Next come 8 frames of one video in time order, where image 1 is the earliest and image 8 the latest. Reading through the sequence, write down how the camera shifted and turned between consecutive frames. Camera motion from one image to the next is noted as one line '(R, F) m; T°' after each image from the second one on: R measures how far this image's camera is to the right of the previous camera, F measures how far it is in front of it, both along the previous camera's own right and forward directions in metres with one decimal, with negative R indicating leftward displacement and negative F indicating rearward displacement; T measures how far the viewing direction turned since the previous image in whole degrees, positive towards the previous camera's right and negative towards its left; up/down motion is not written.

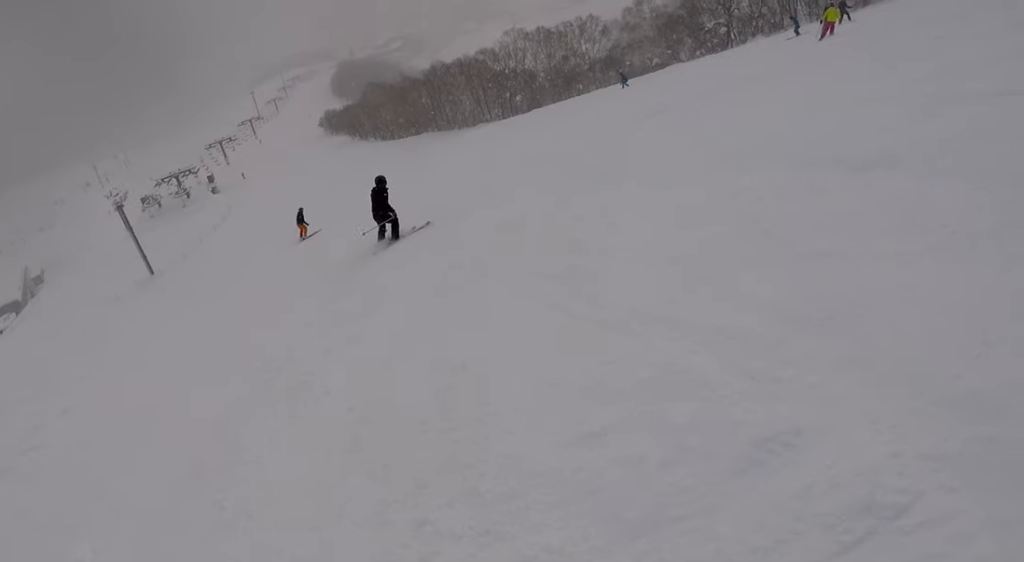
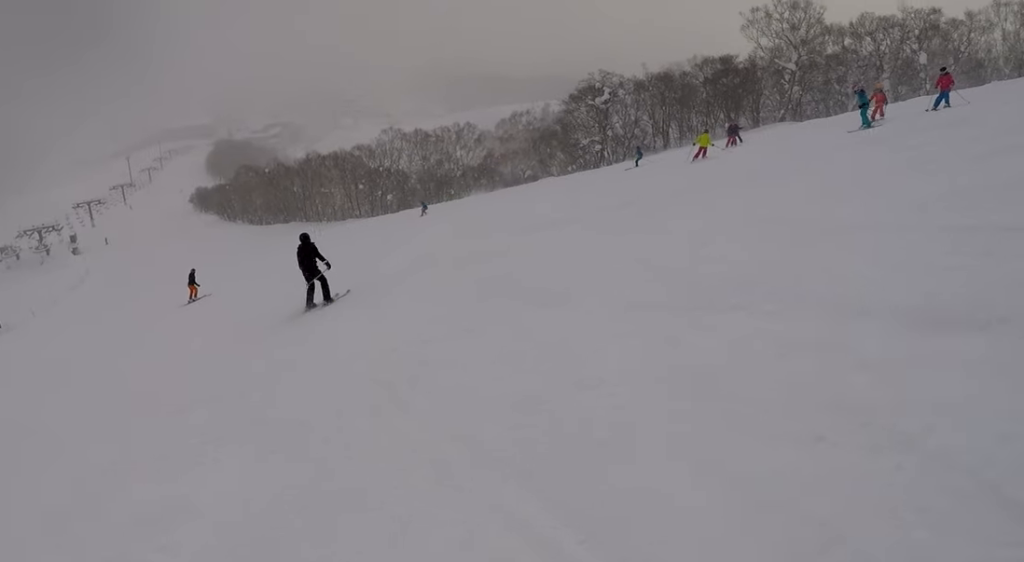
(-0.2, +1.7) m; +15°
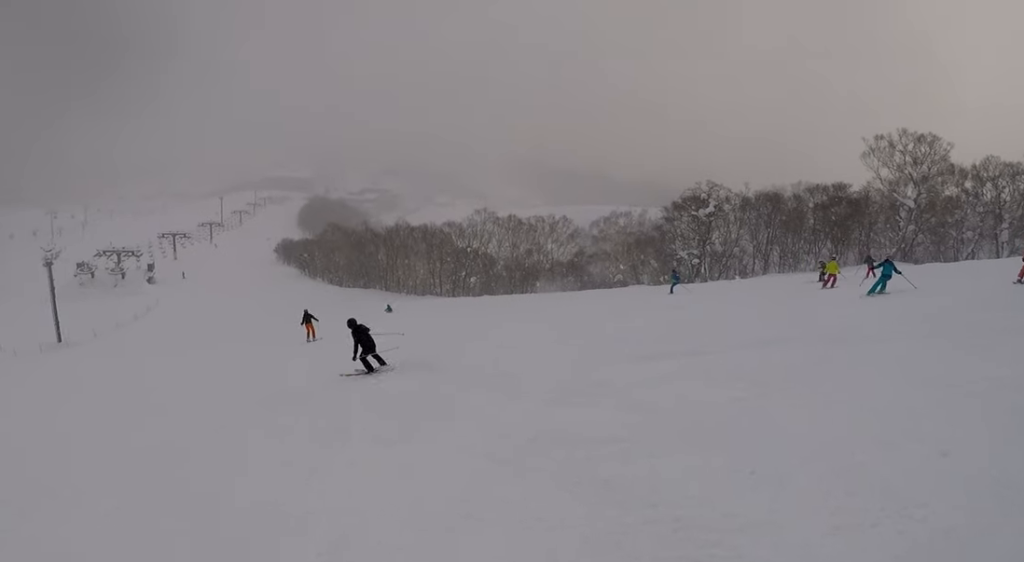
(+1.4, +3.6) m; +22°
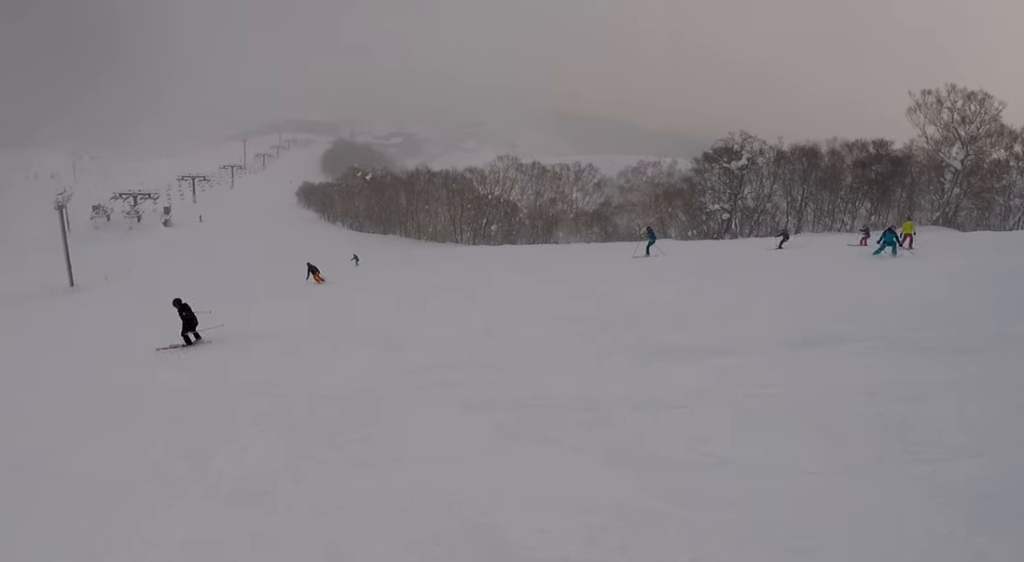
(0.0, +3.5) m; -3°
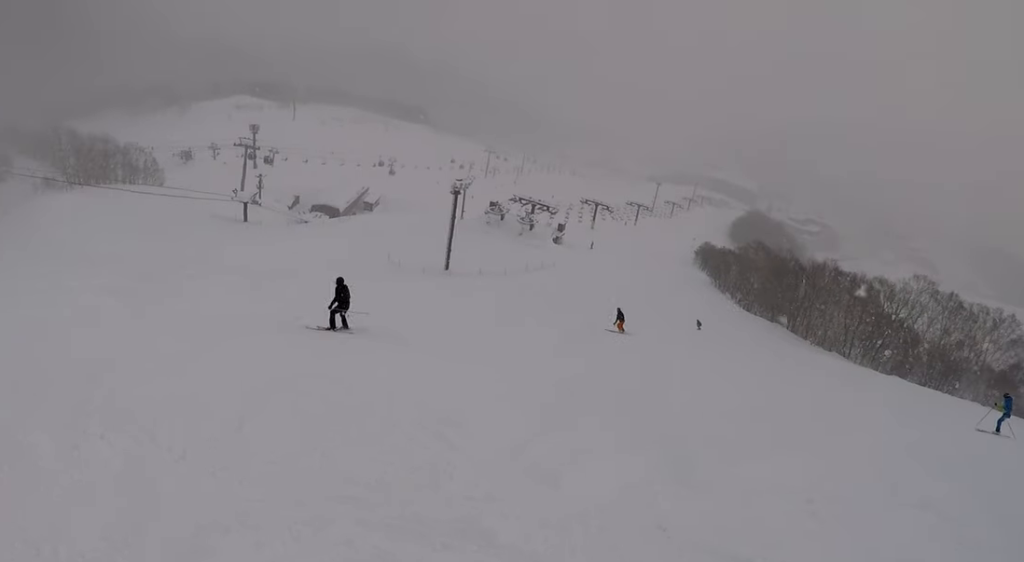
(-0.2, +3.4) m; -26°
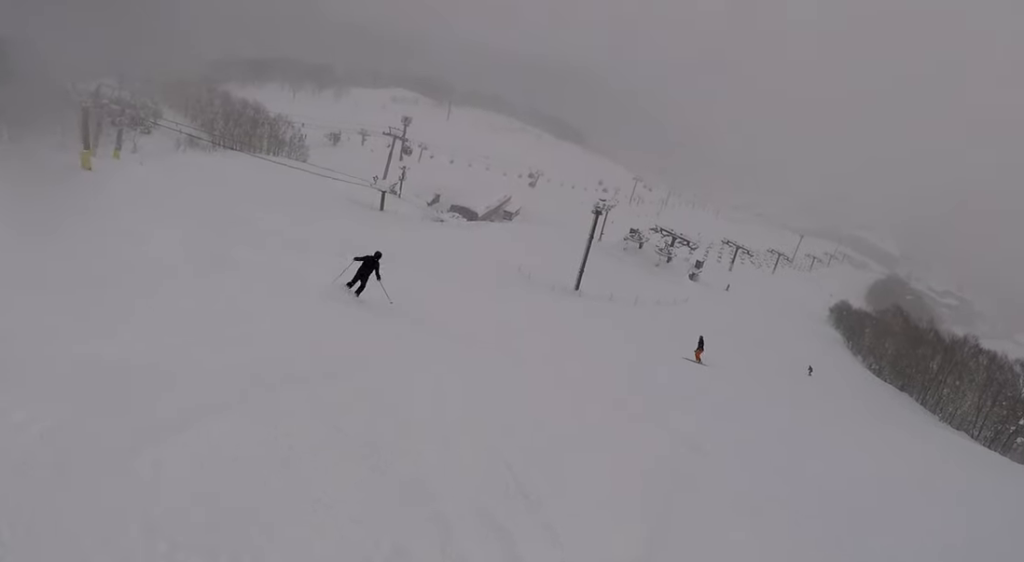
(-0.8, +2.3) m; -23°
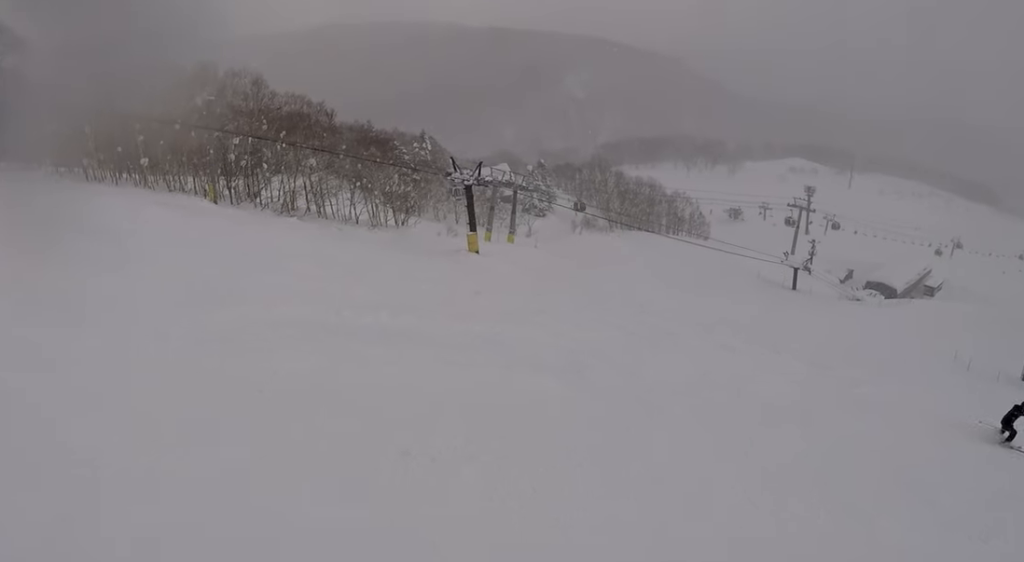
(-3.6, +7.0) m; -31°
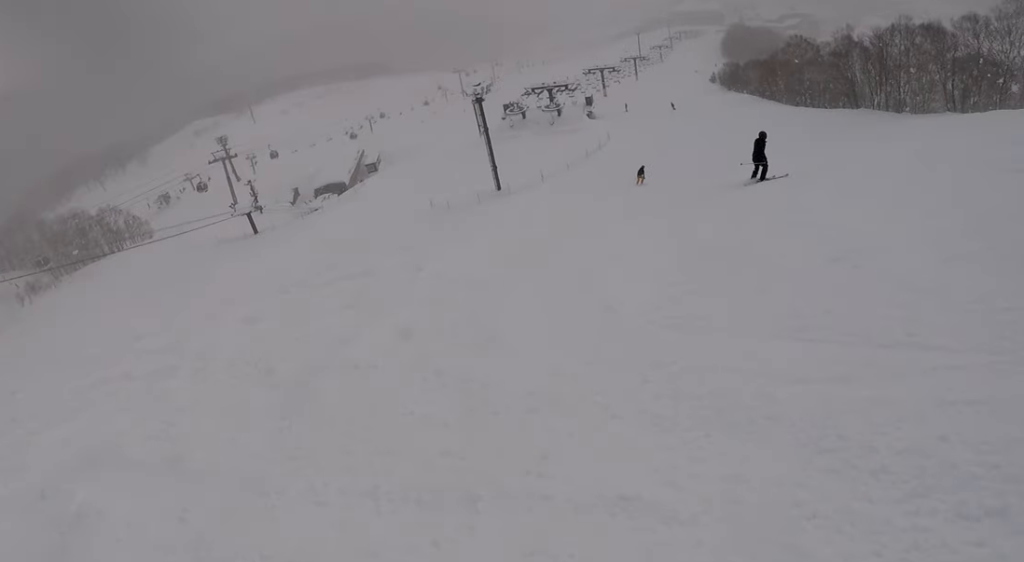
(+0.9, +5.0) m; +39°
